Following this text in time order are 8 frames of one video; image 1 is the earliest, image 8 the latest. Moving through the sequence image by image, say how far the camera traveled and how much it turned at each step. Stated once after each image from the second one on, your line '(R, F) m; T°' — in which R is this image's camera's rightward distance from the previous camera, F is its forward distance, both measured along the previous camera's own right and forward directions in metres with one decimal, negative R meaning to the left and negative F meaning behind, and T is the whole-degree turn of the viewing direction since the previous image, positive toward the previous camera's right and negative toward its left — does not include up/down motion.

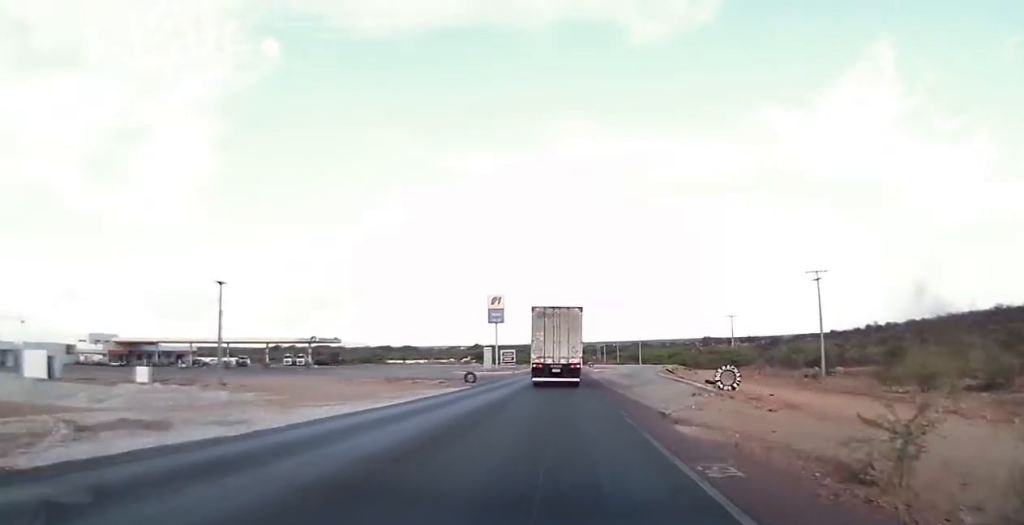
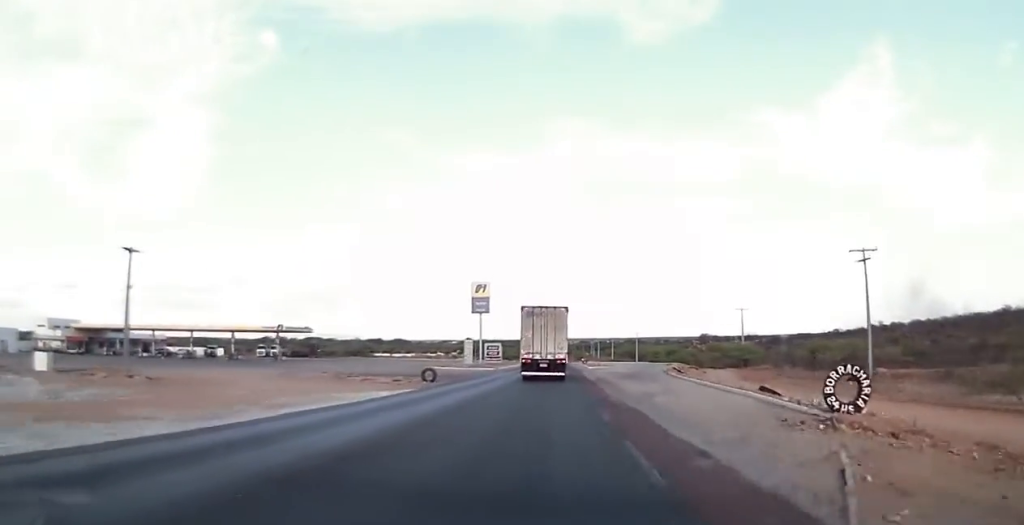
(-0.4, +14.3) m; 0°
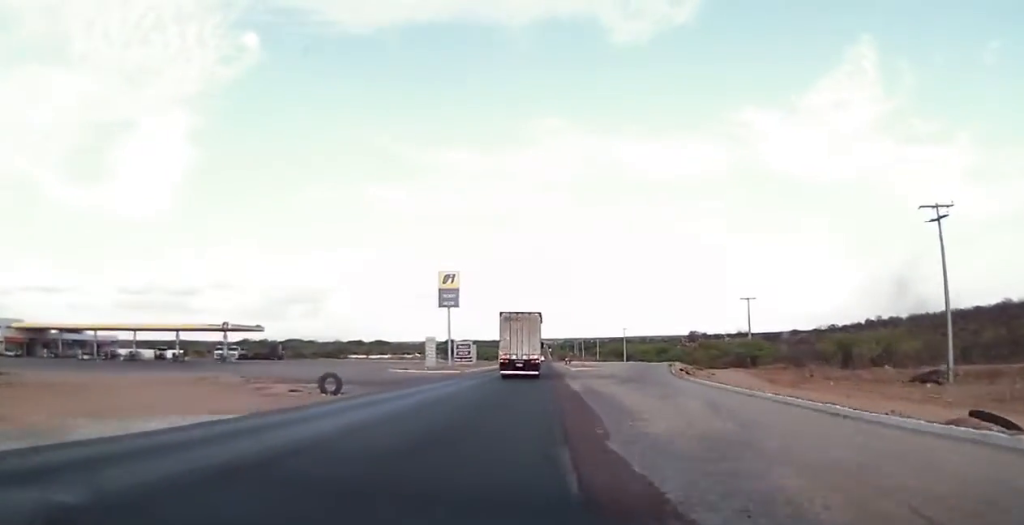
(+0.2, +17.6) m; +2°
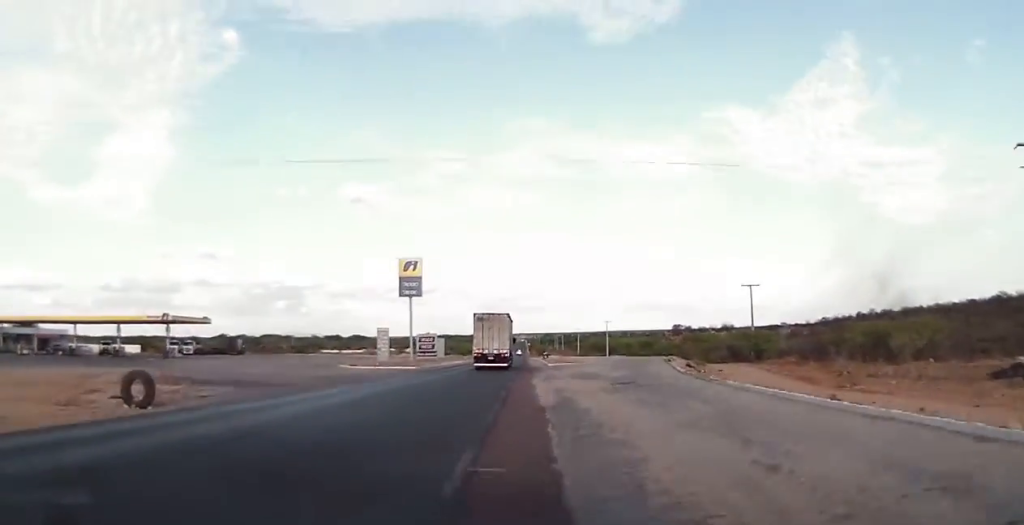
(+0.2, +15.3) m; +1°
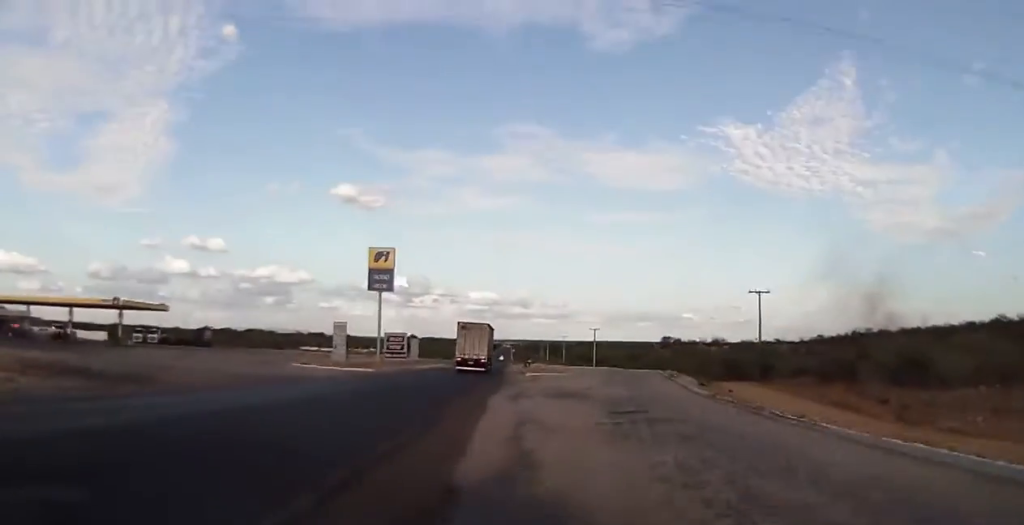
(0.0, +12.1) m; 0°
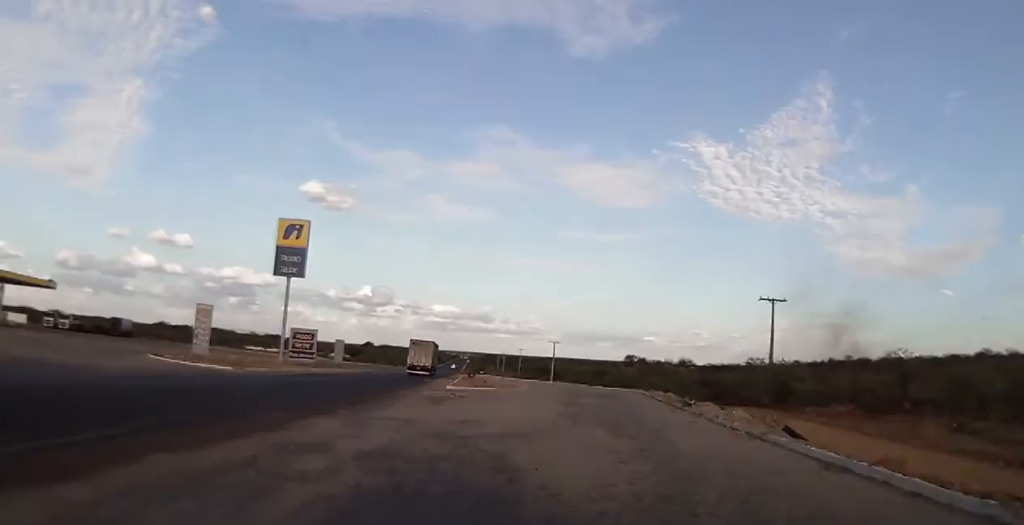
(+0.3, +23.7) m; +4°
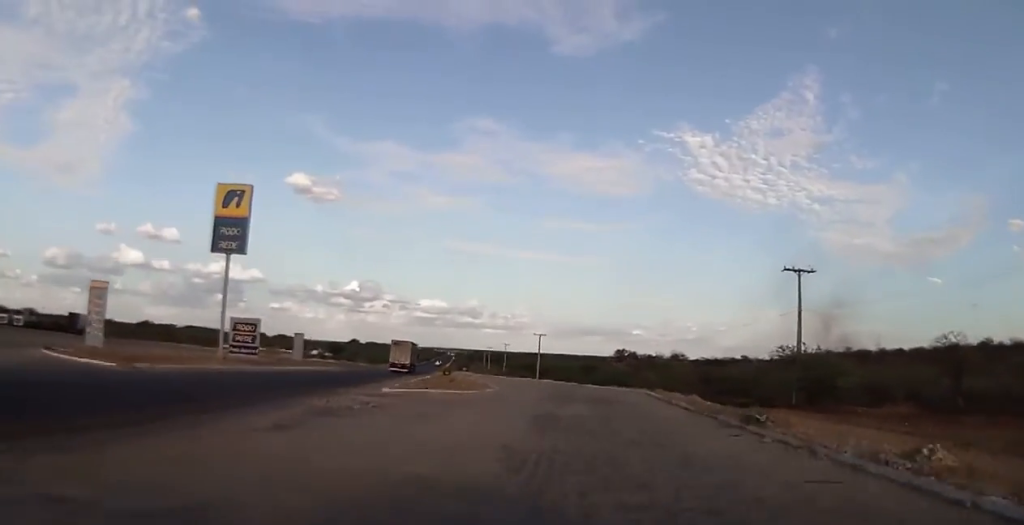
(+0.4, +11.8) m; +1°
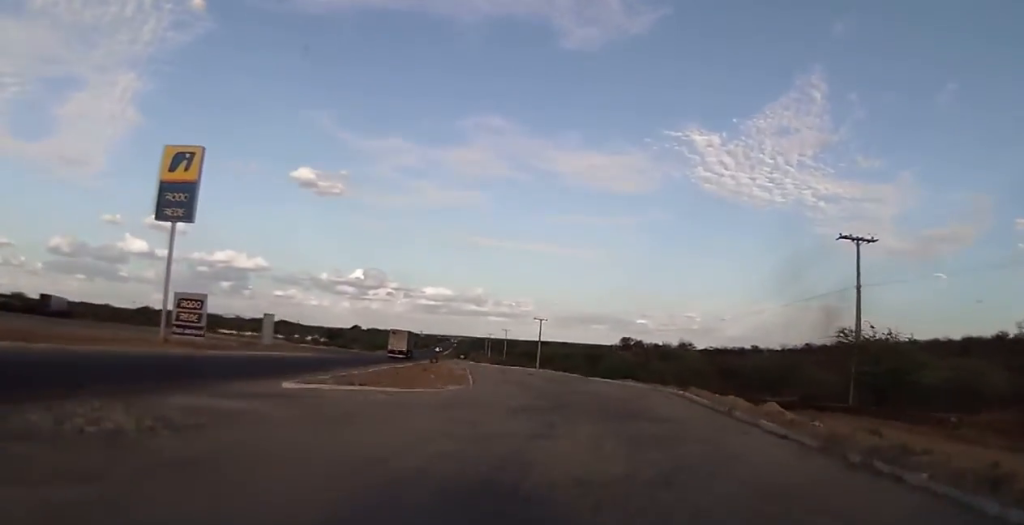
(-0.2, +10.5) m; 0°
